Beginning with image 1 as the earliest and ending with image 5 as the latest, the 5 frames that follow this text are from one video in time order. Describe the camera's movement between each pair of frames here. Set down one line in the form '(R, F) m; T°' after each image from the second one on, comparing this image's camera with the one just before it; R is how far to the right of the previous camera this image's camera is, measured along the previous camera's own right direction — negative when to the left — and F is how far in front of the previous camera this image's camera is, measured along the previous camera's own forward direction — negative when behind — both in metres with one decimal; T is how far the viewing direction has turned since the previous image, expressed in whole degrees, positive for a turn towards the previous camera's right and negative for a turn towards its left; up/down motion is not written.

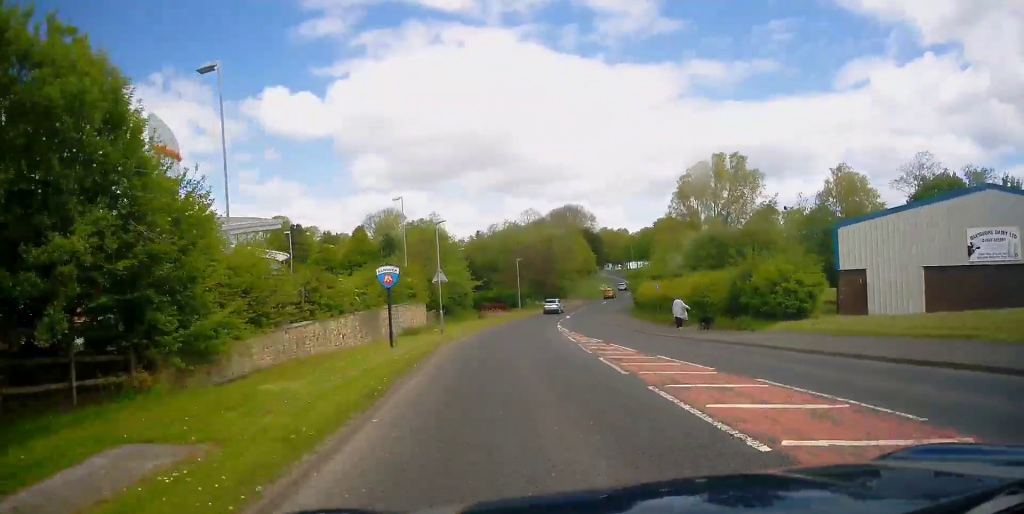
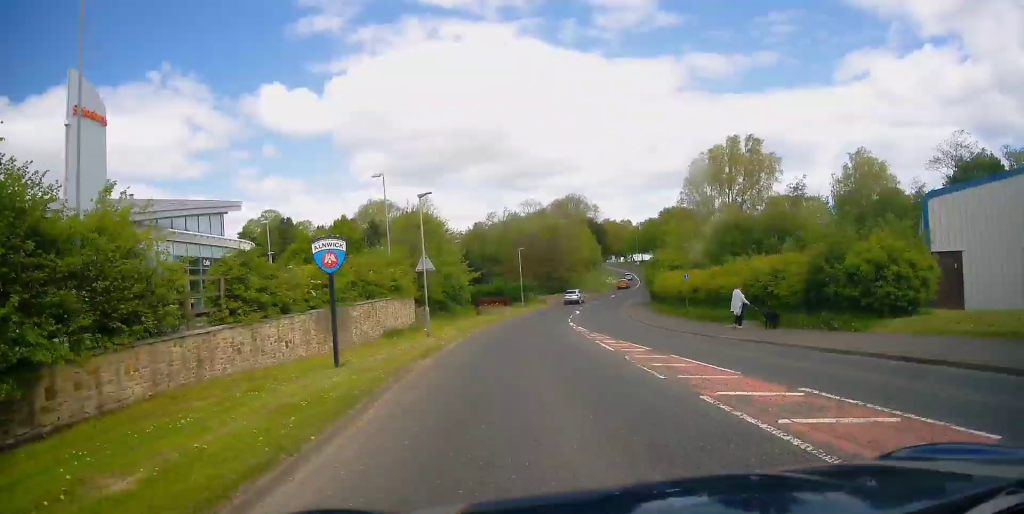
(-0.1, +6.9) m; -1°
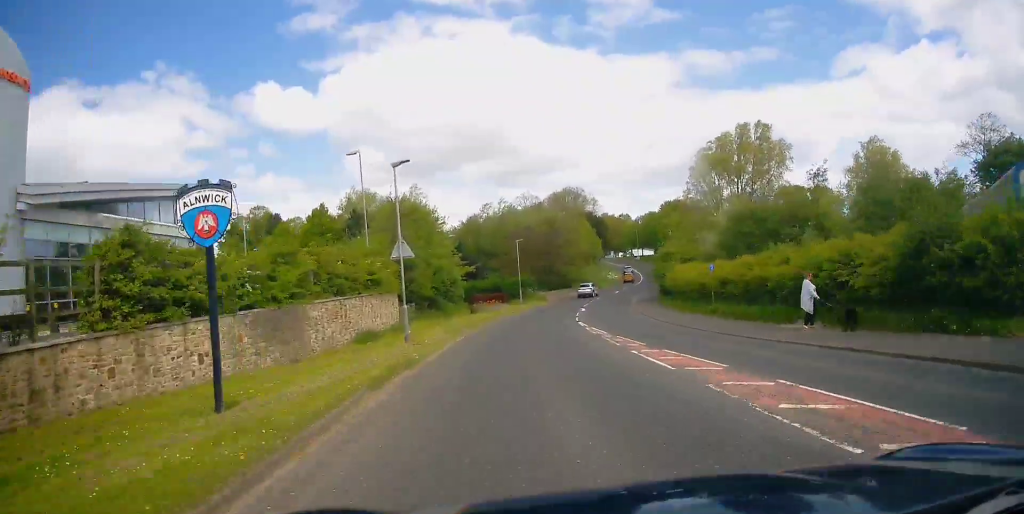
(0.0, +5.6) m; +1°
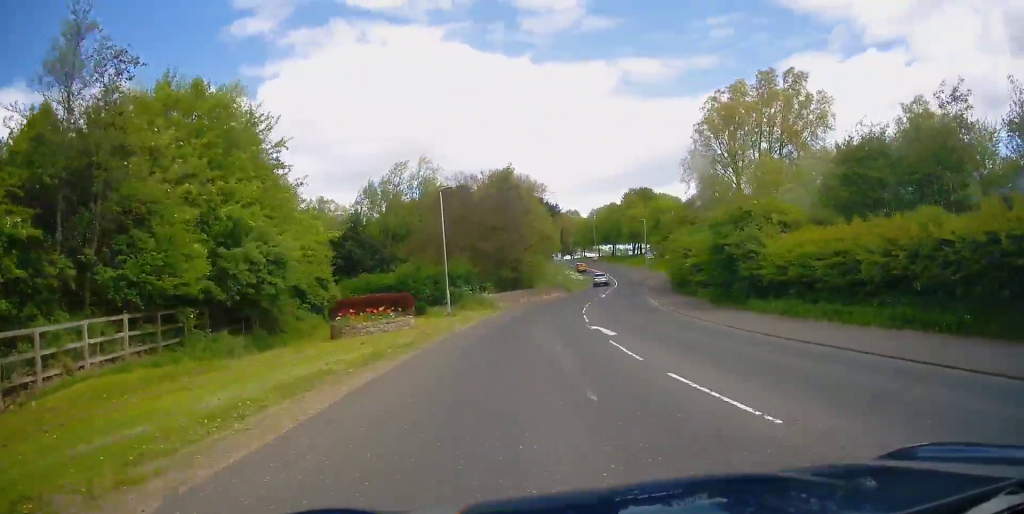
(+1.6, +28.8) m; +6°
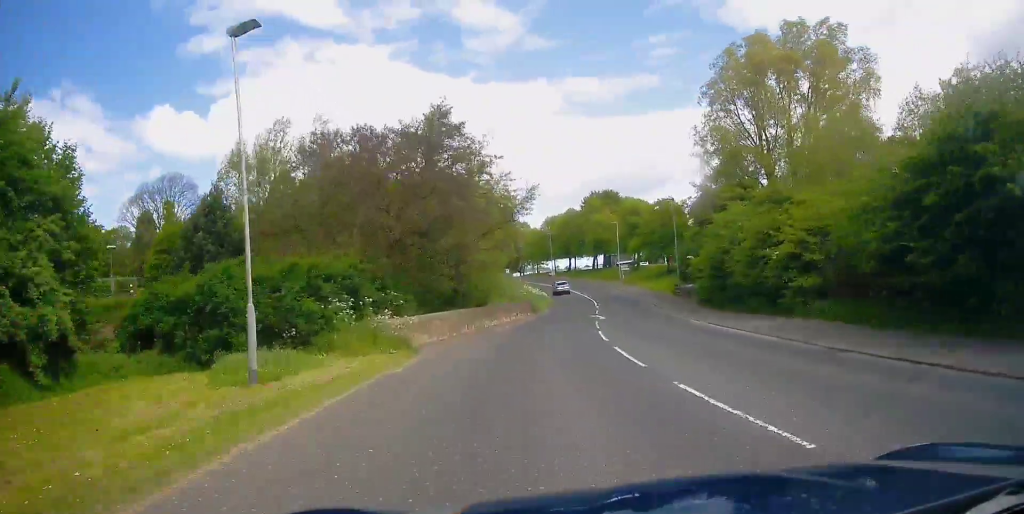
(+0.7, +18.6) m; +4°
